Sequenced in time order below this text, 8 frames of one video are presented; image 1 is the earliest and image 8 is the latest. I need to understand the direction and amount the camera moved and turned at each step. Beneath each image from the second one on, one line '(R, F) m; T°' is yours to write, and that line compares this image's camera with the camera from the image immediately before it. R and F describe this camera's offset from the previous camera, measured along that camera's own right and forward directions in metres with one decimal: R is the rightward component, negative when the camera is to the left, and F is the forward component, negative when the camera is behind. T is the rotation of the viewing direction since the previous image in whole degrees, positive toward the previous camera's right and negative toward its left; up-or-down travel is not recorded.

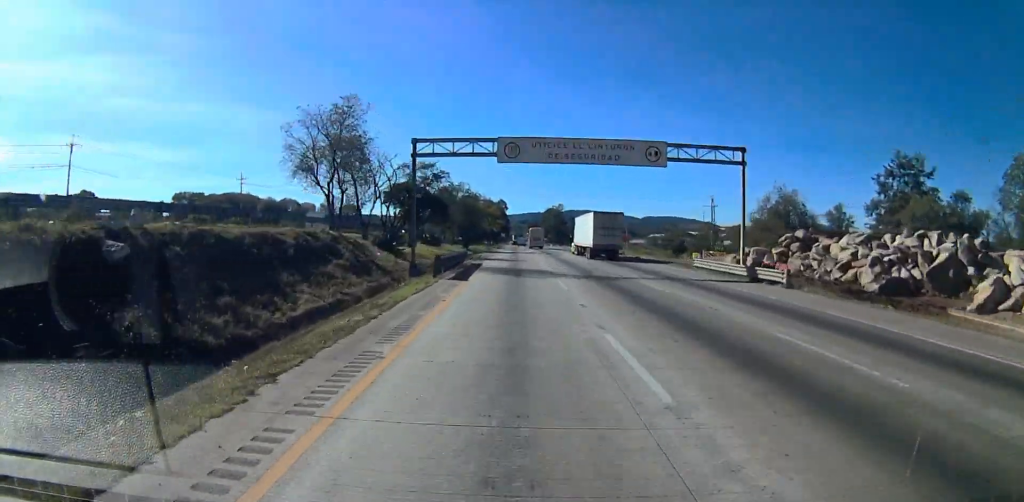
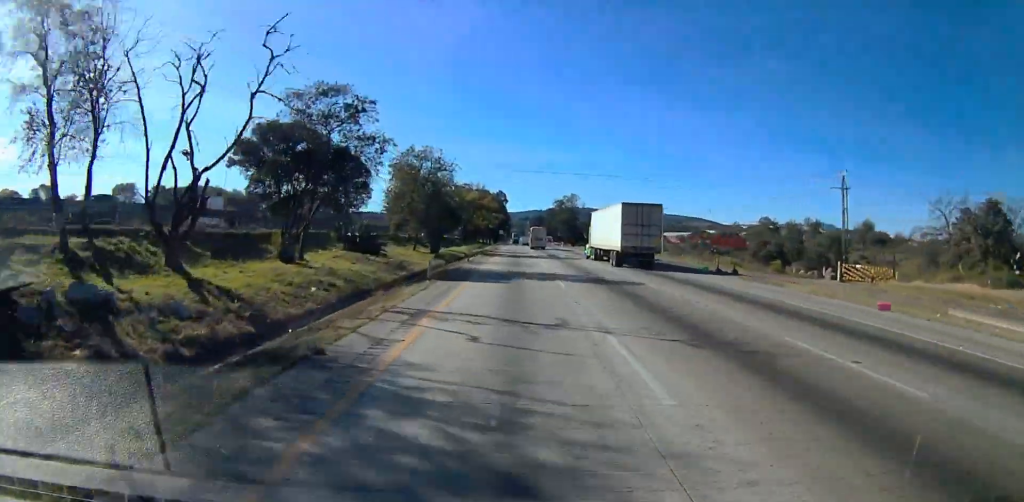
(-0.3, +48.7) m; -1°
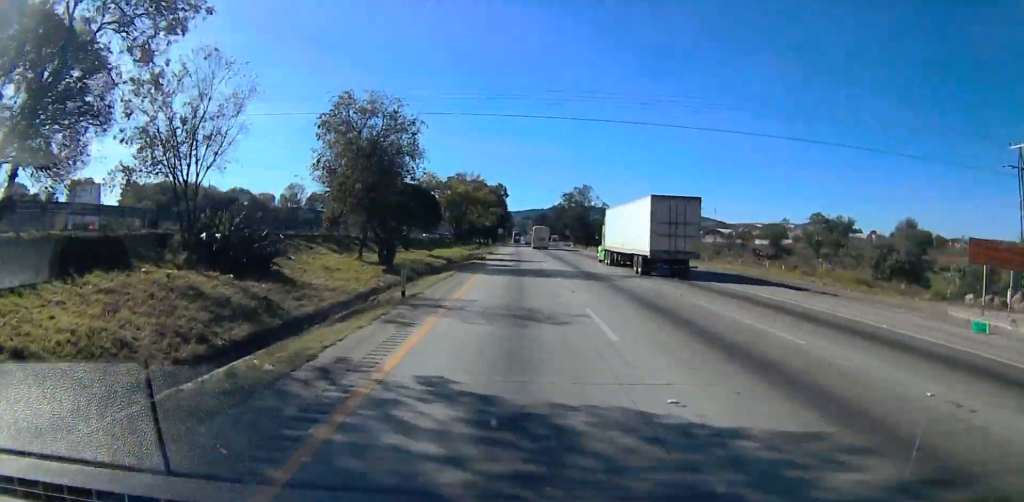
(0.0, +27.1) m; 0°
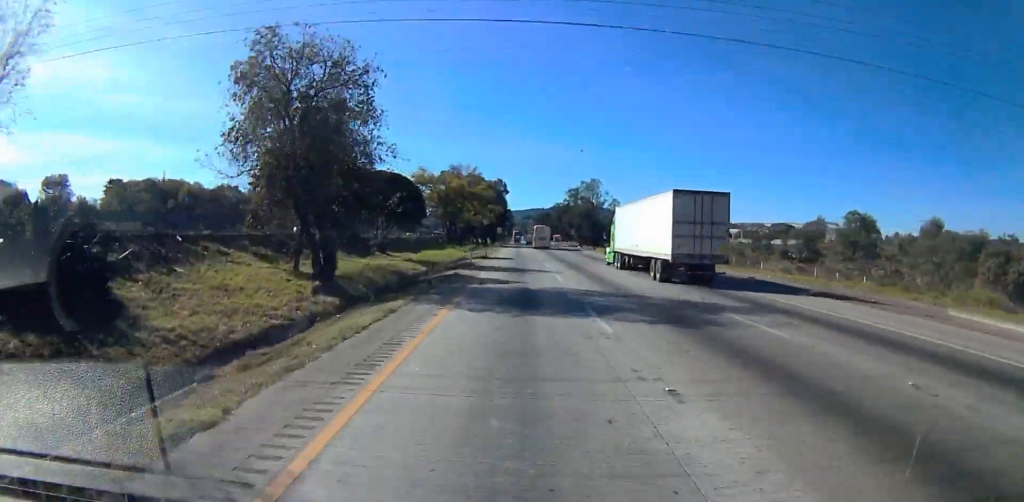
(0.0, +14.0) m; 0°
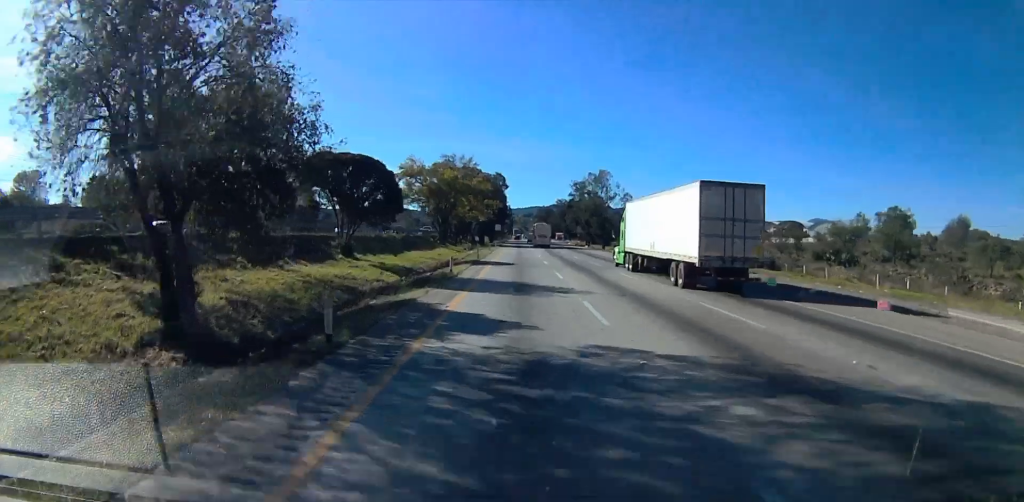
(0.0, +13.0) m; 0°
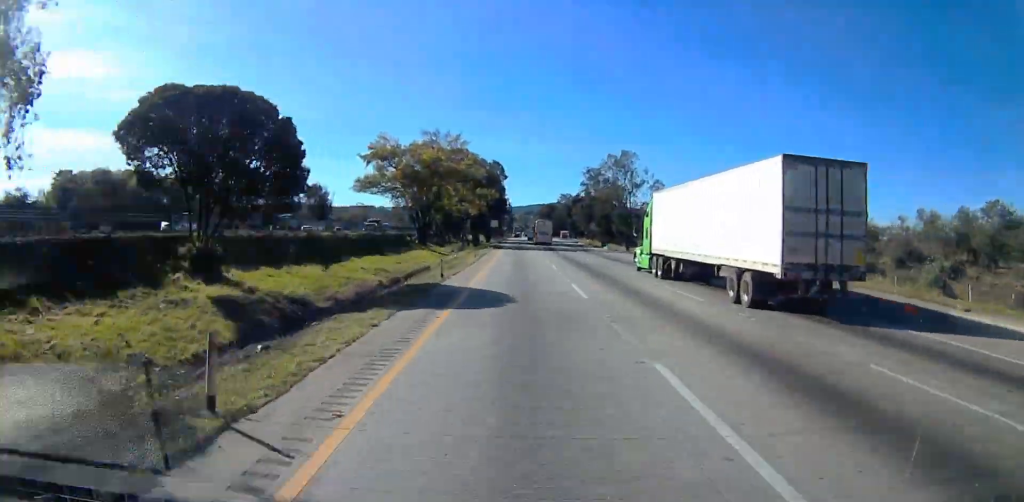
(0.0, +23.0) m; 0°
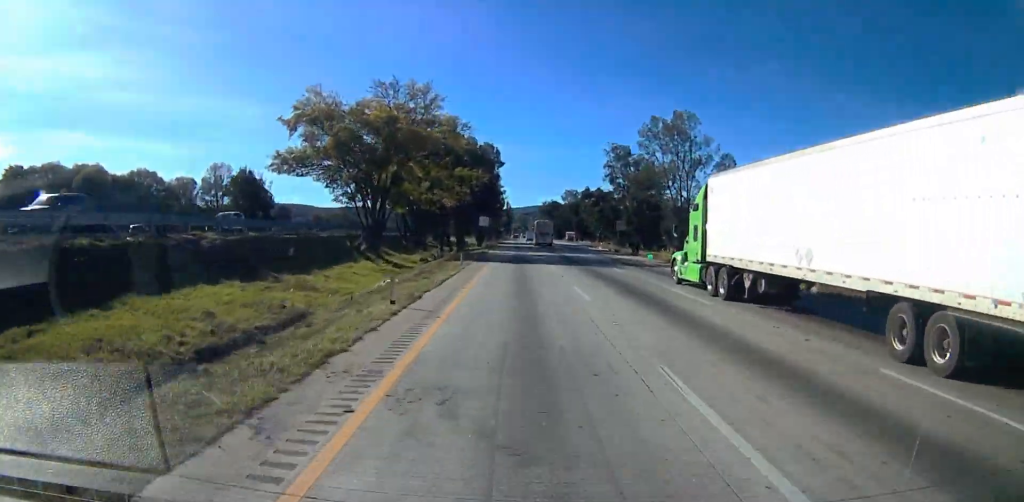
(0.0, +27.8) m; 0°
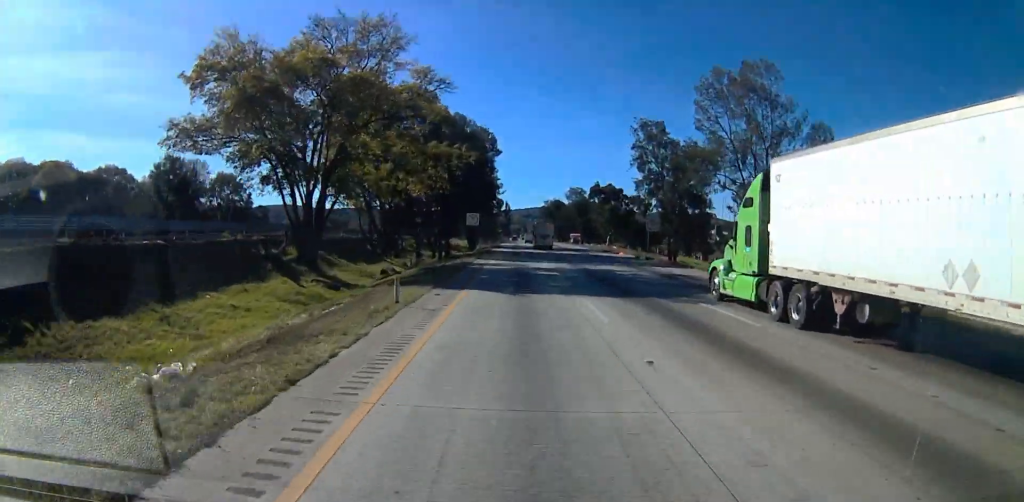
(0.0, +17.1) m; 0°
